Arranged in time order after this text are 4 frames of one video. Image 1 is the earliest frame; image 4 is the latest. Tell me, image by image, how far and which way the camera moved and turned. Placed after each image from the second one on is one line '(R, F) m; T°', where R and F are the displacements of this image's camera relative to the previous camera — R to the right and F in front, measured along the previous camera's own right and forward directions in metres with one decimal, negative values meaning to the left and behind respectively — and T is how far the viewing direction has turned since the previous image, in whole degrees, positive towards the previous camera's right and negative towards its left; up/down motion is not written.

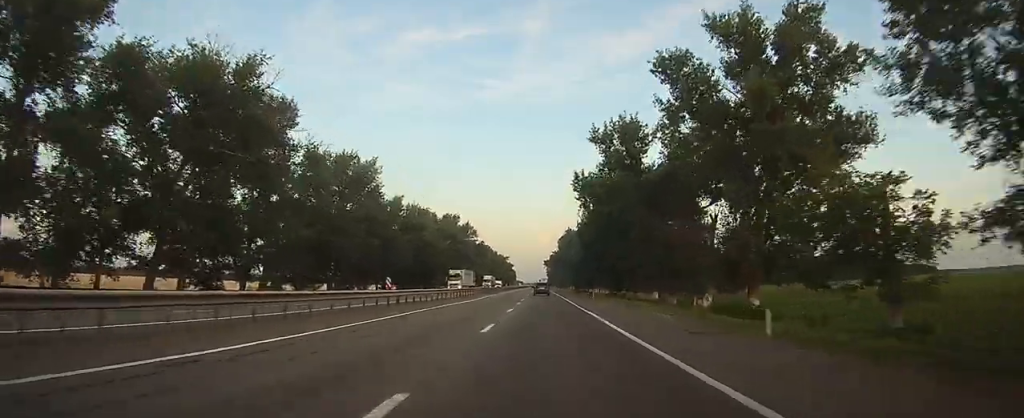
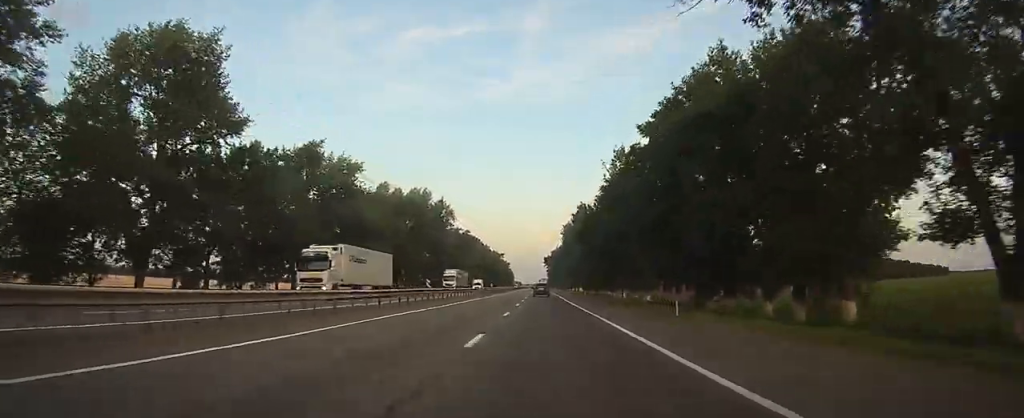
(0.0, +39.5) m; 0°
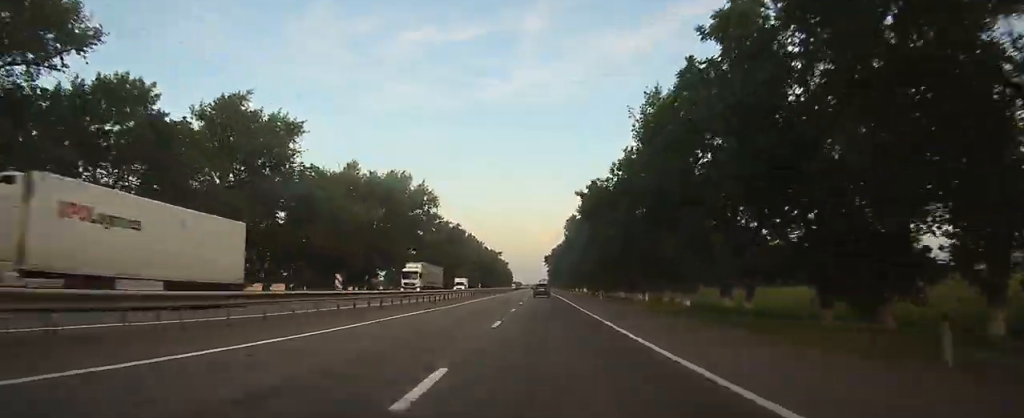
(0.0, +17.6) m; 0°
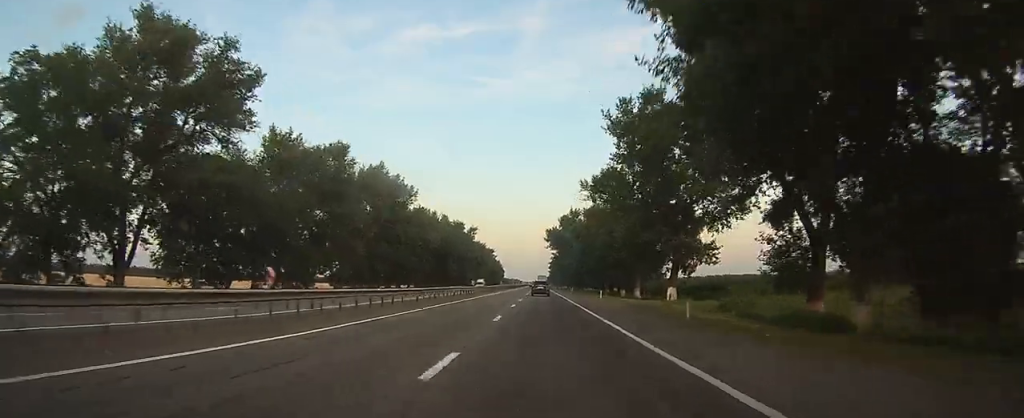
(+0.2, +104.9) m; 0°
